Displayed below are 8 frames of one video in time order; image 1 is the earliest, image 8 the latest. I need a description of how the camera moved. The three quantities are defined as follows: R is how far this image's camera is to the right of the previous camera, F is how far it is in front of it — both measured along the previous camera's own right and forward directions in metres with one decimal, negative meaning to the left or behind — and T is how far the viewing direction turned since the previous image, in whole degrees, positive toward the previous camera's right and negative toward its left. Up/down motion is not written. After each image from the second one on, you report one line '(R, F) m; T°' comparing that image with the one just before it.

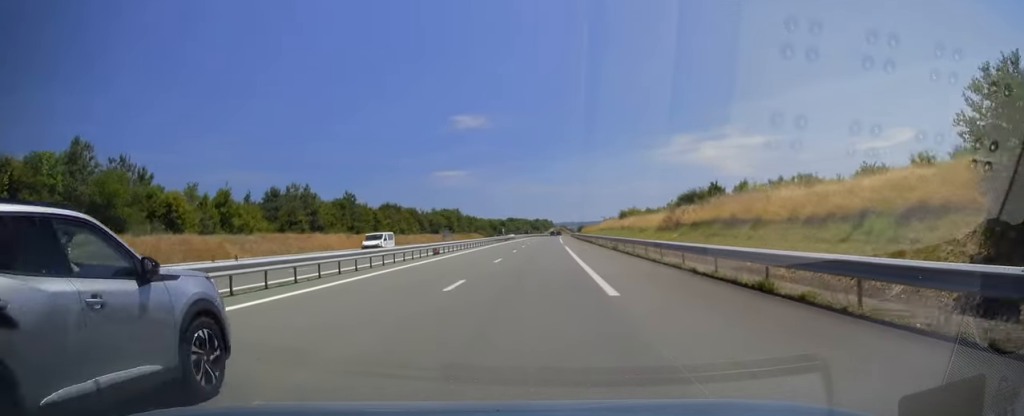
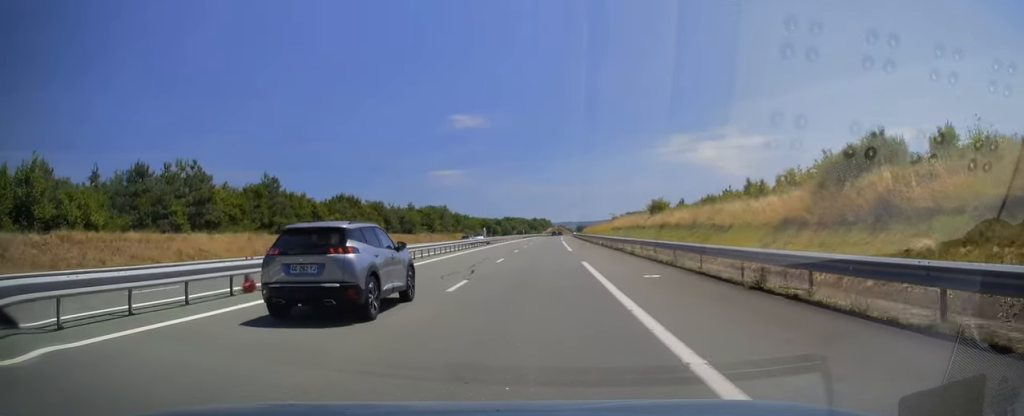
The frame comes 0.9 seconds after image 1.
(0.0, +26.1) m; +1°
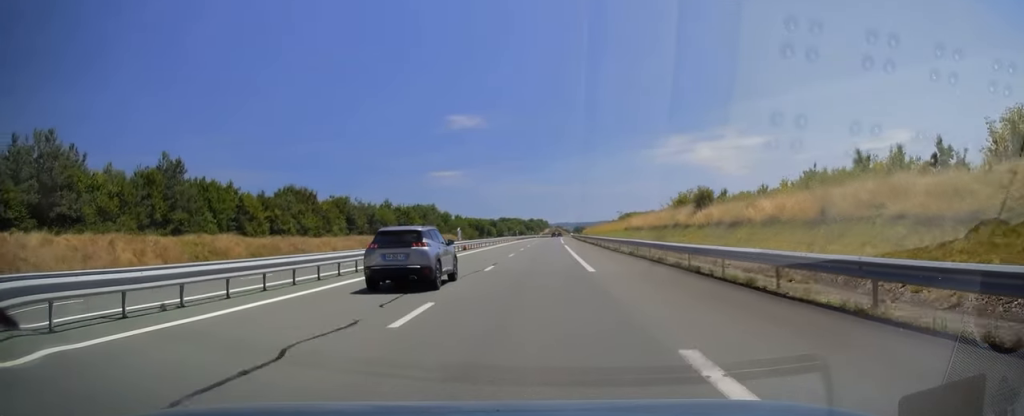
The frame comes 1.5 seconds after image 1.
(+0.3, +18.2) m; 0°
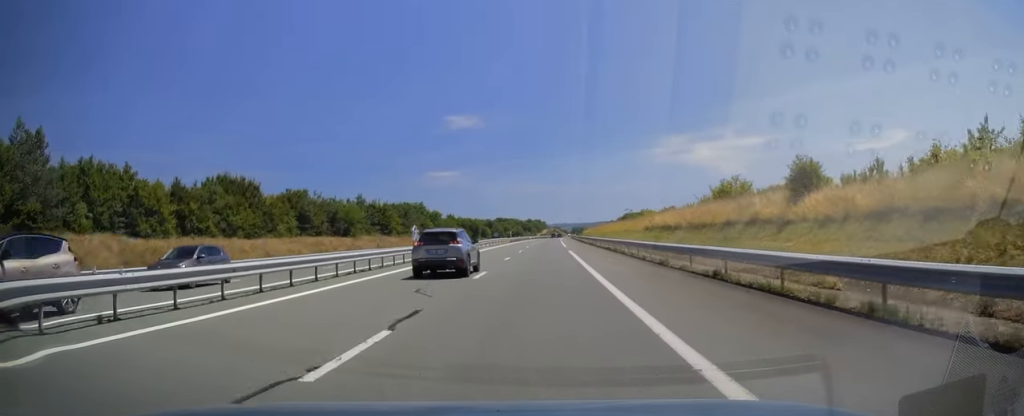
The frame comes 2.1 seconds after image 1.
(+0.1, +16.2) m; 0°
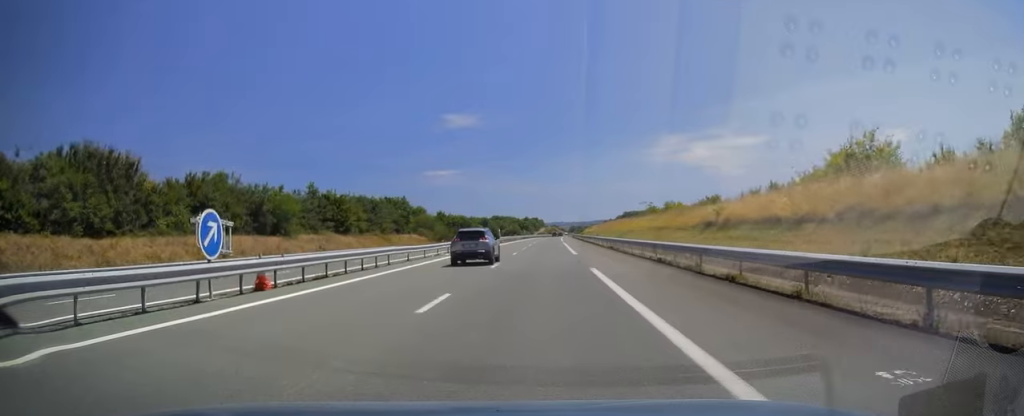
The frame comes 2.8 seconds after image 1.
(-0.4, +21.1) m; 0°
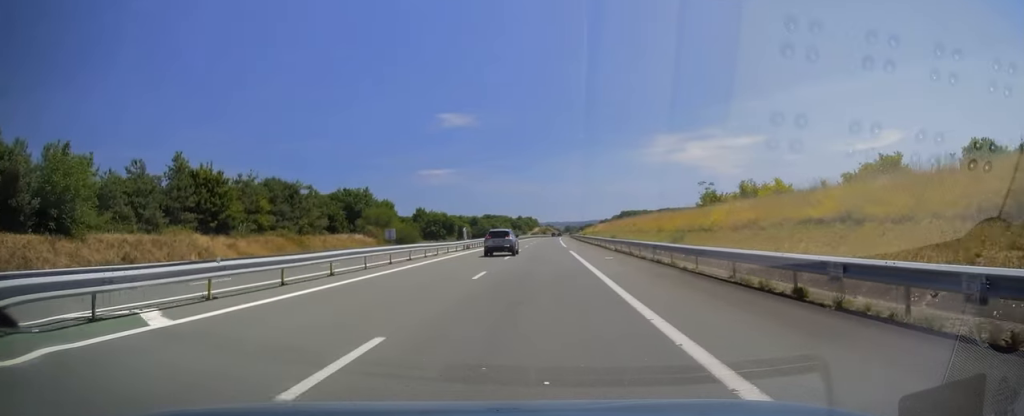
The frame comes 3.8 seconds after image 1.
(+0.4, +31.5) m; +1°
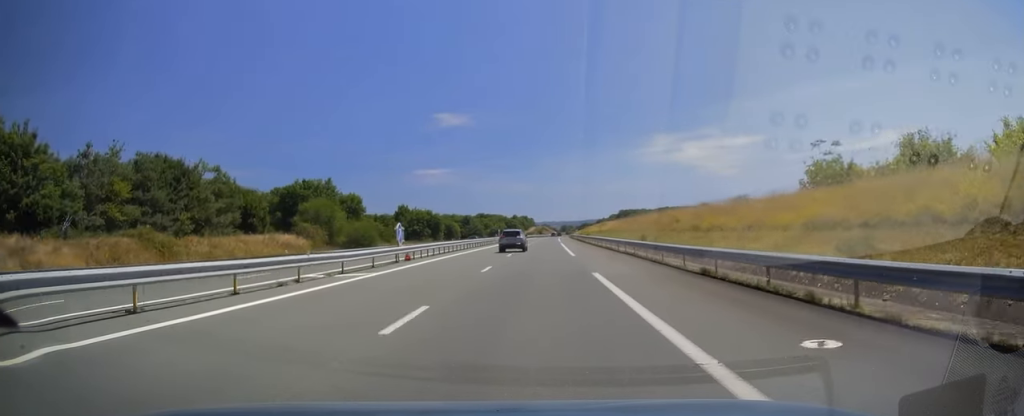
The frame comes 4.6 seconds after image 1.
(0.0, +22.6) m; +1°
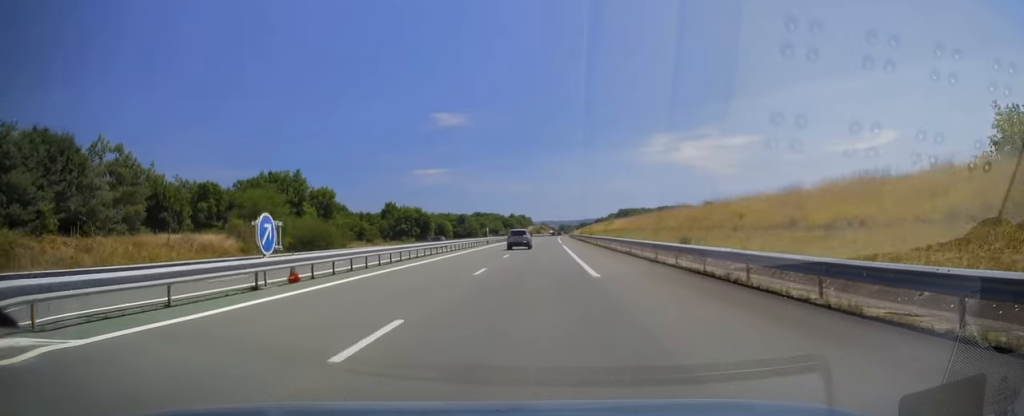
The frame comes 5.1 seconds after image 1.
(+0.1, +14.7) m; 0°
